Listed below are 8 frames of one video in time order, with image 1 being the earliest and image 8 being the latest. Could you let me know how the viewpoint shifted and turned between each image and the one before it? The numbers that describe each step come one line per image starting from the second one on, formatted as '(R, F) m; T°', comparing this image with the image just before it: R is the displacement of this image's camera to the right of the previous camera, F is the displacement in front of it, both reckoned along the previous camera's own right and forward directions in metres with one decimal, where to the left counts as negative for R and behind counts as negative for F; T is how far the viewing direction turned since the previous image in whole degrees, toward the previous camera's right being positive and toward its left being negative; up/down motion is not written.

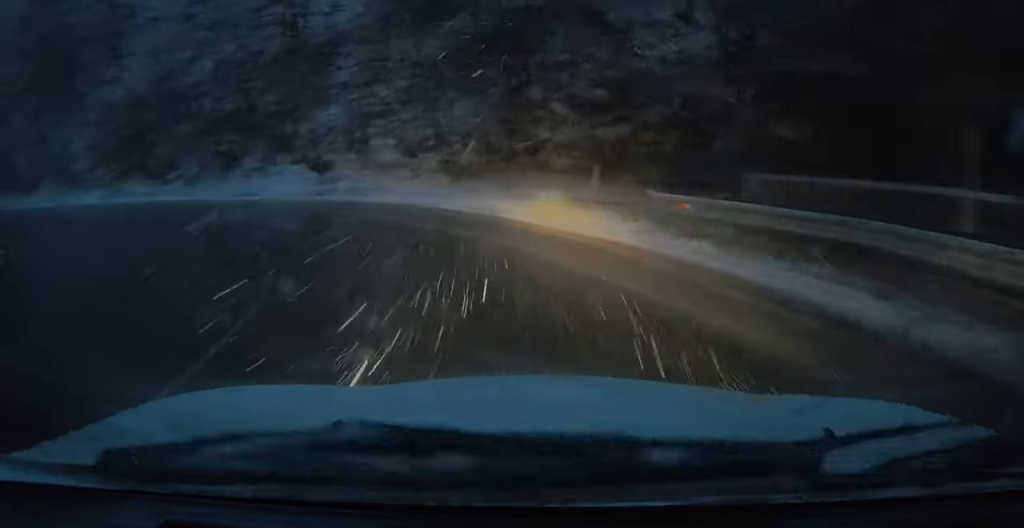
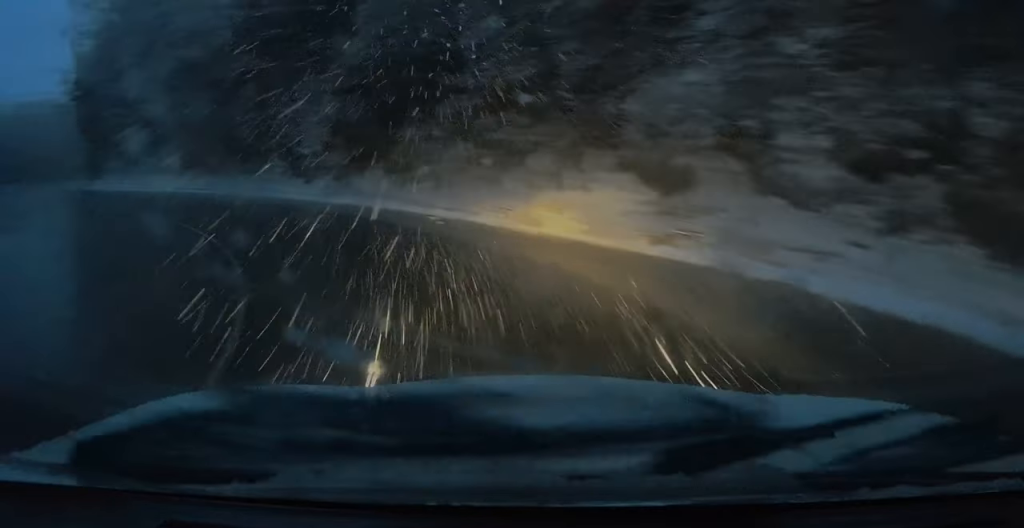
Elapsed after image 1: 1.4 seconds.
(-3.6, +12.3) m; -28°
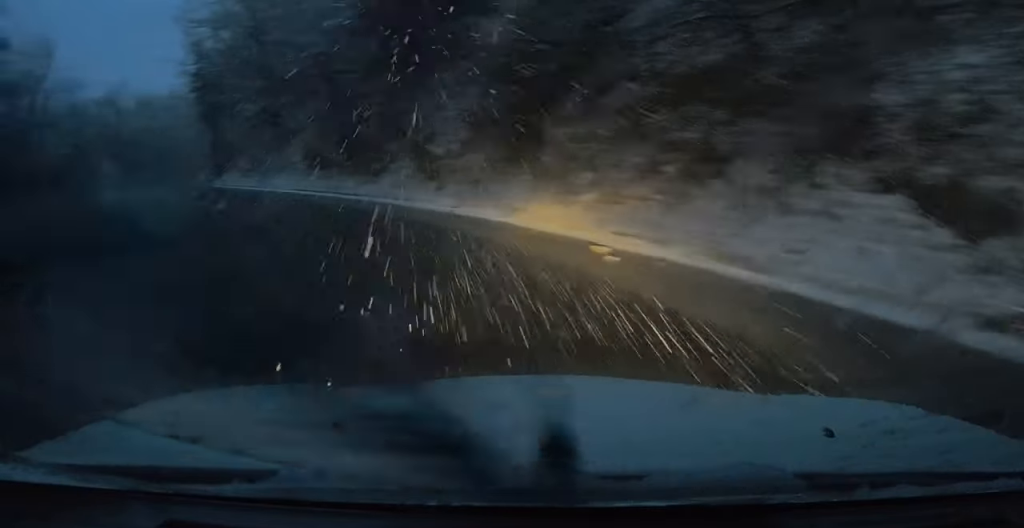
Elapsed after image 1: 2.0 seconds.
(-0.4, +4.9) m; -9°
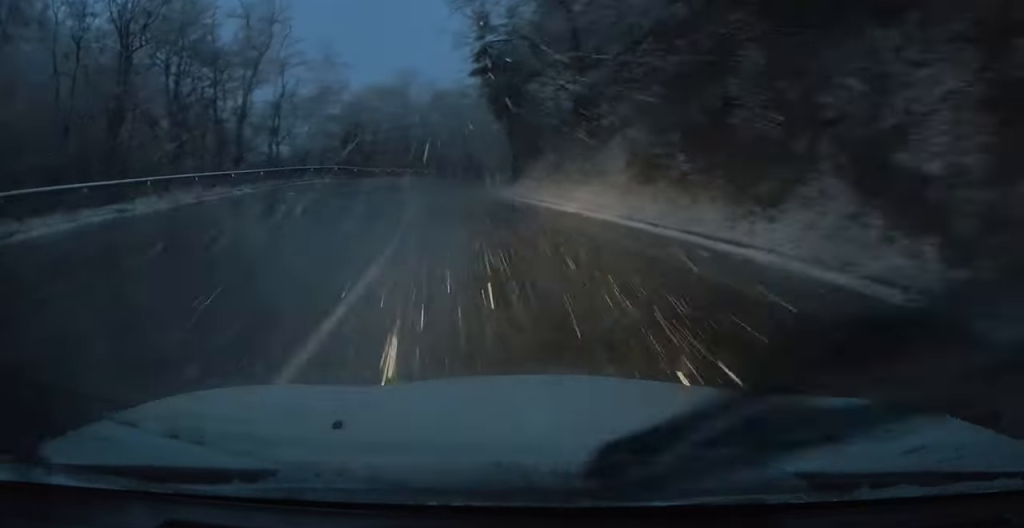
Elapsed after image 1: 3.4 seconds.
(-2.5, +11.9) m; -28°
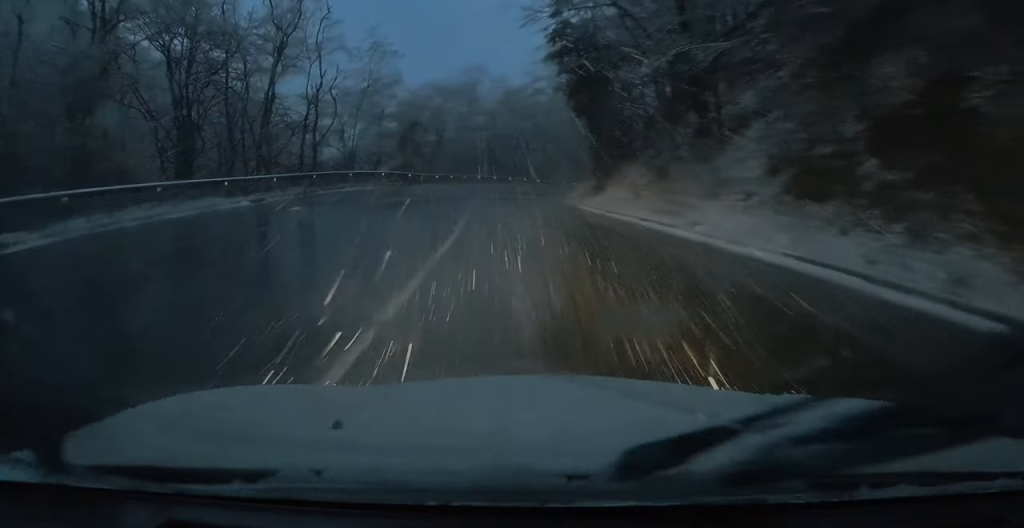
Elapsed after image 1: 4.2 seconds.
(-0.8, +6.6) m; -21°
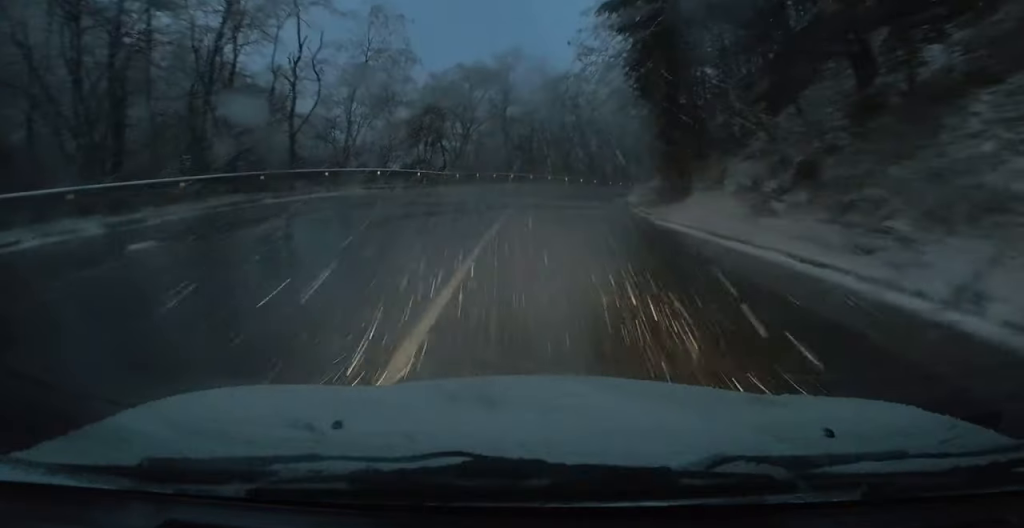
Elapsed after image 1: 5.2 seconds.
(-1.9, +7.7) m; -23°
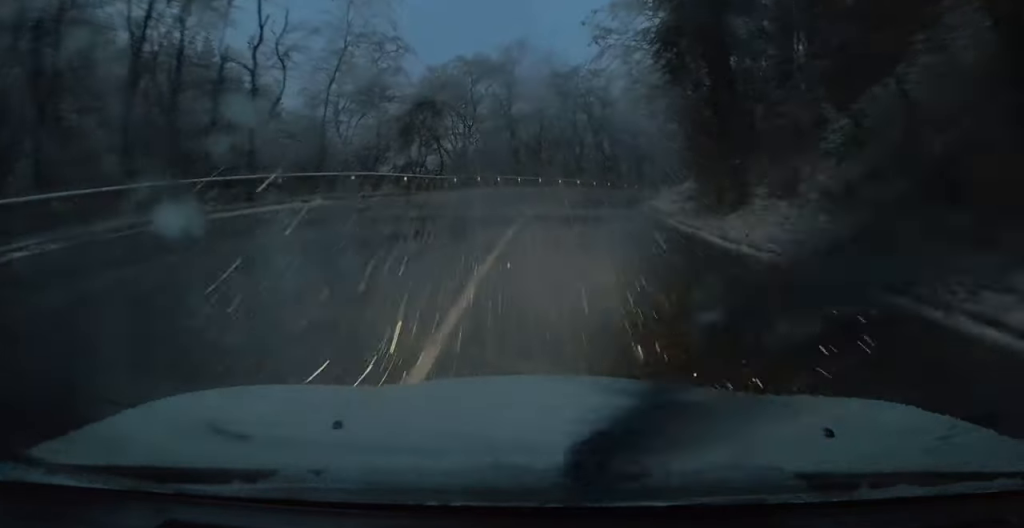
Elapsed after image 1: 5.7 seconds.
(-1.0, +4.6) m; -9°
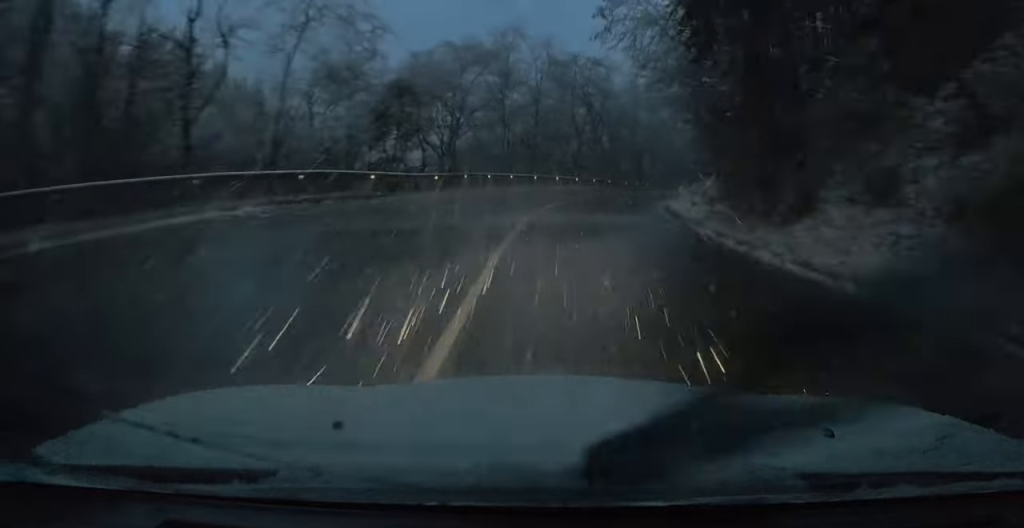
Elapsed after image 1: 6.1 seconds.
(+0.2, +4.4) m; +5°
